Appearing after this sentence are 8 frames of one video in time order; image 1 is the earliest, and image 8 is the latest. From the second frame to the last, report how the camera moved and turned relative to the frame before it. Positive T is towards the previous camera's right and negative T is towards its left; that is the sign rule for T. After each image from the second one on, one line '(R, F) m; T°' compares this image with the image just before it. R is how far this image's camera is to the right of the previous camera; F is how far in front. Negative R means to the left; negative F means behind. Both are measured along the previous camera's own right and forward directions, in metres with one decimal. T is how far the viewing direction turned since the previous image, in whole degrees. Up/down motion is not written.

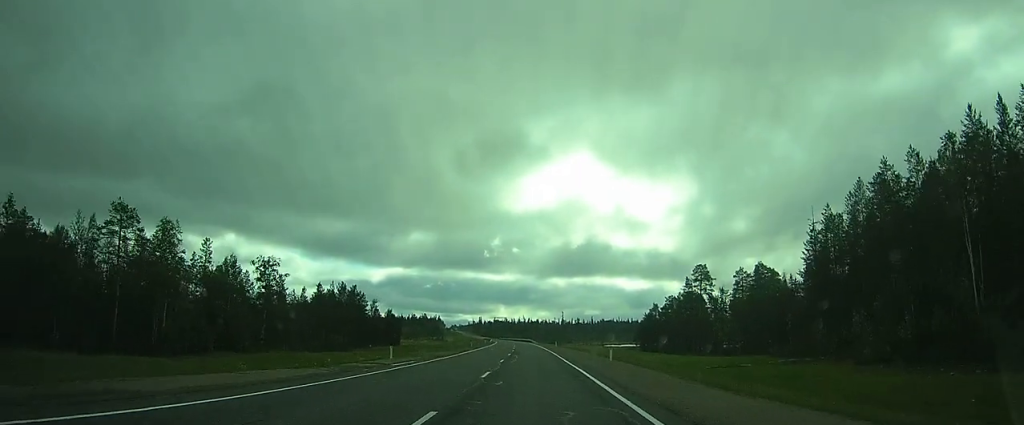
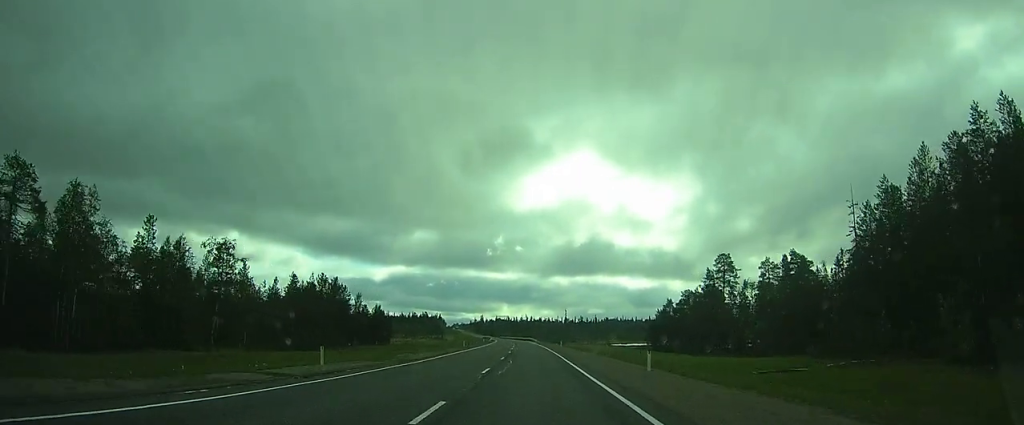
(0.0, +11.0) m; 0°
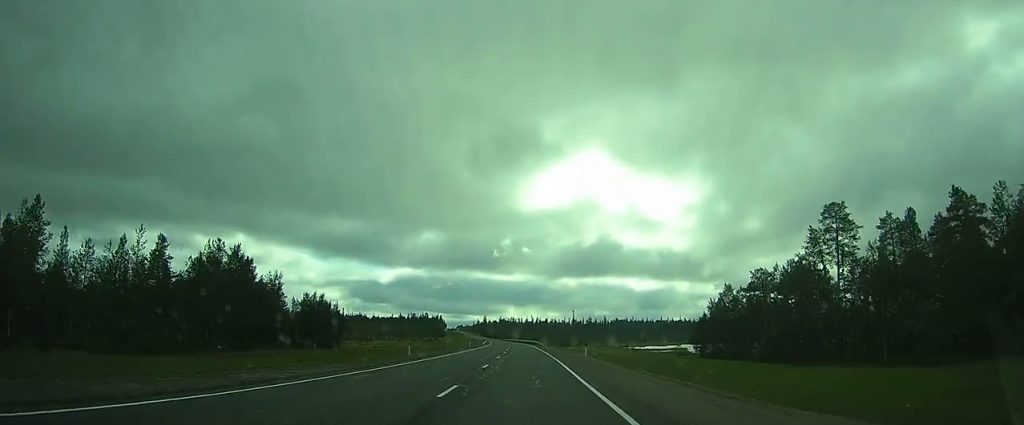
(-0.2, +33.3) m; -1°
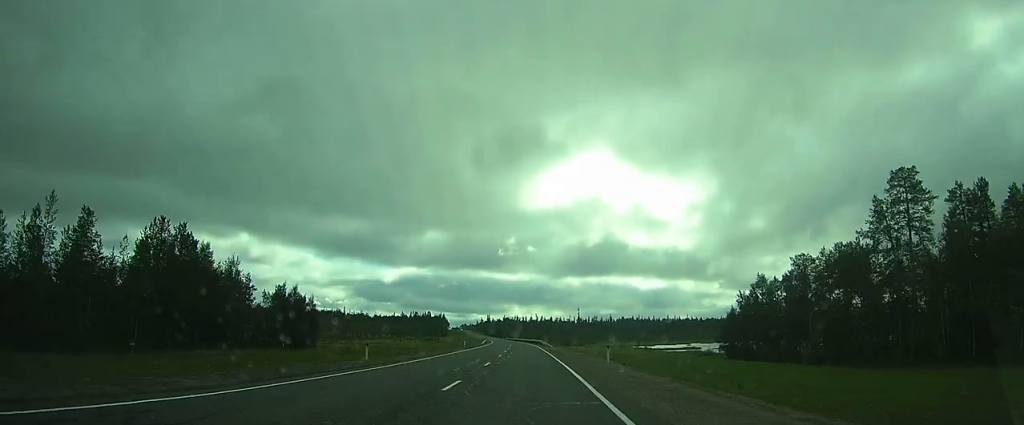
(+0.1, +11.2) m; 0°
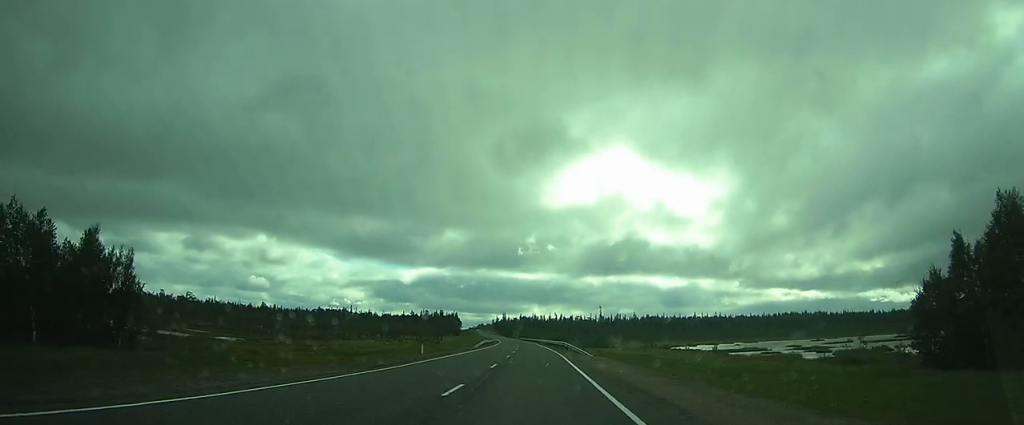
(-0.4, +39.4) m; -1°
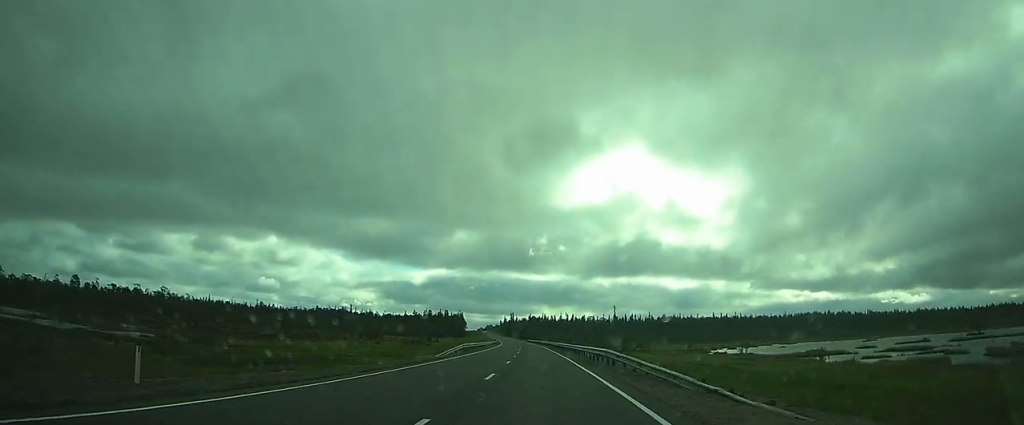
(0.0, +32.4) m; -1°
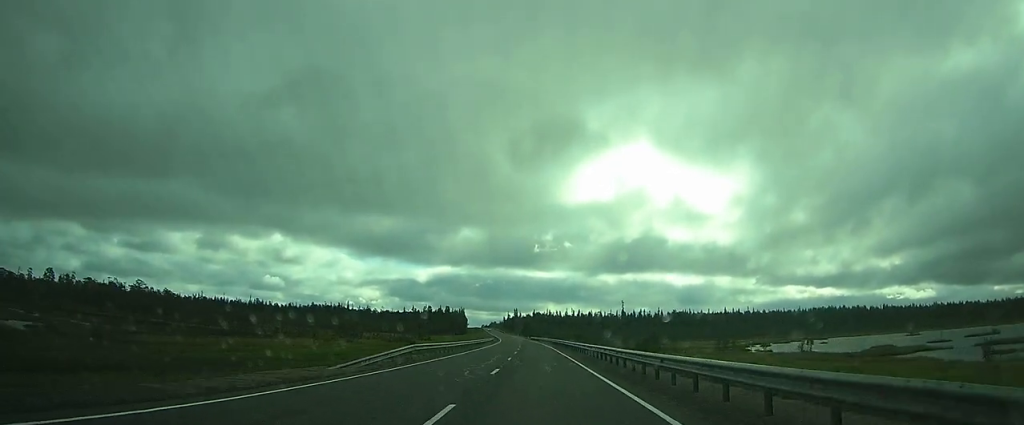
(-0.5, +23.6) m; -1°
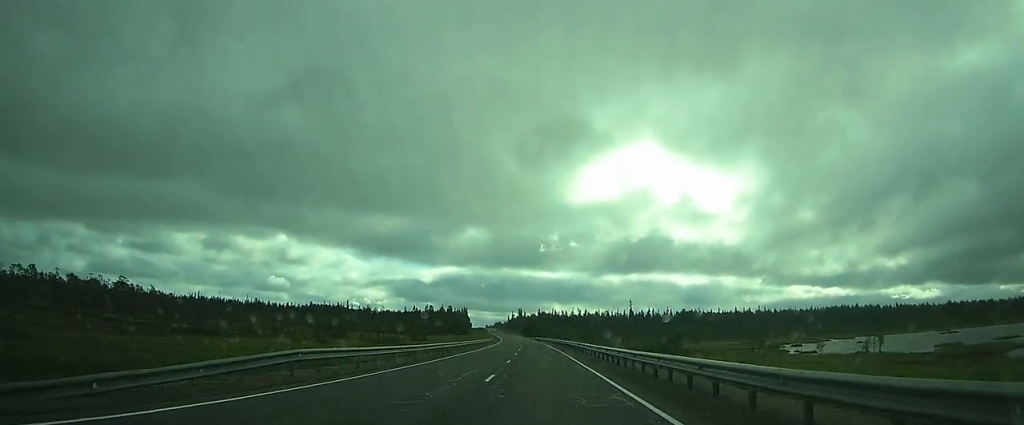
(-0.1, +16.3) m; 0°
